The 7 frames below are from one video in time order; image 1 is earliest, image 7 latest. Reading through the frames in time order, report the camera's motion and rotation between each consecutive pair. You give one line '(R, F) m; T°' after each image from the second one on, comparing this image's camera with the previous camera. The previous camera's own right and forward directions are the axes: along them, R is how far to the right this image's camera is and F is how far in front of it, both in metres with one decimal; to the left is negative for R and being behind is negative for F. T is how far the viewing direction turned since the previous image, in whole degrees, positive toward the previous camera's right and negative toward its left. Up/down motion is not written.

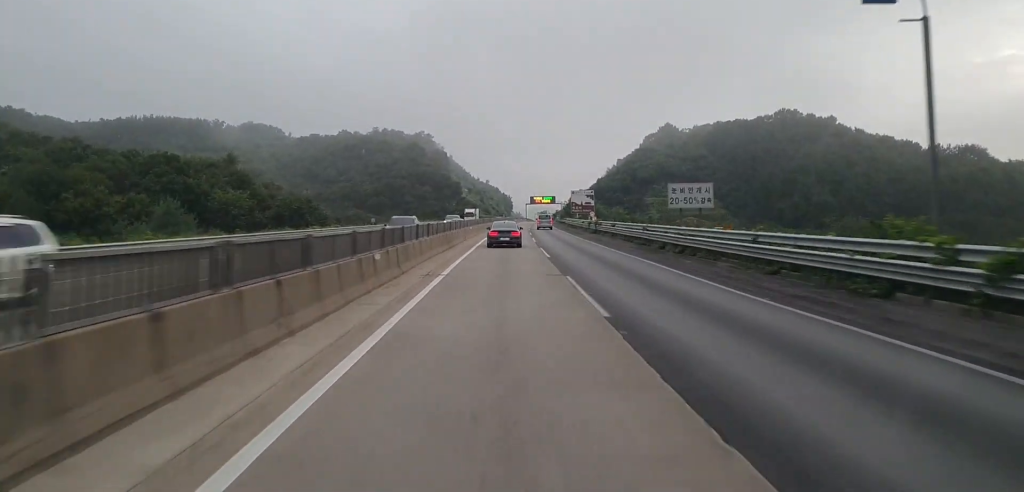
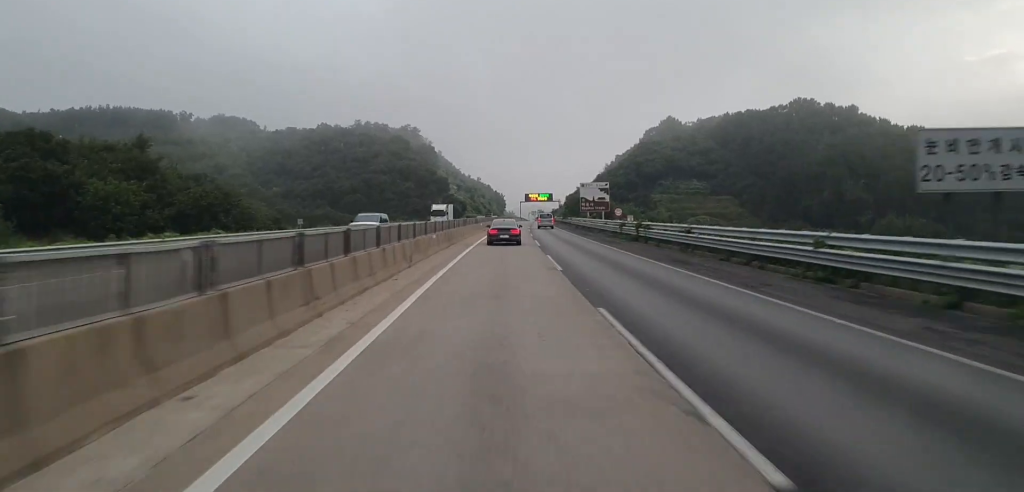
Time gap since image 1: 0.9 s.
(+0.1, +28.5) m; +1°
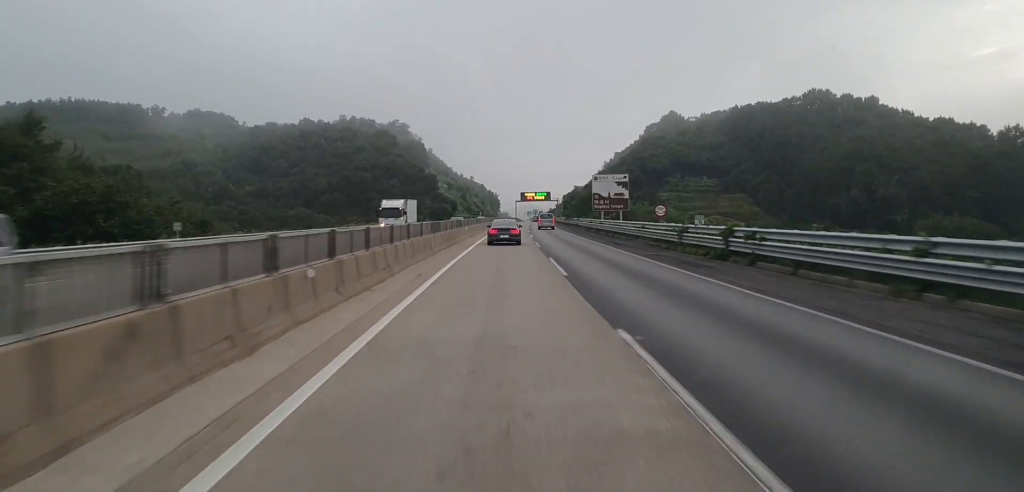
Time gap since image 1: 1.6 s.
(+0.2, +21.4) m; +1°
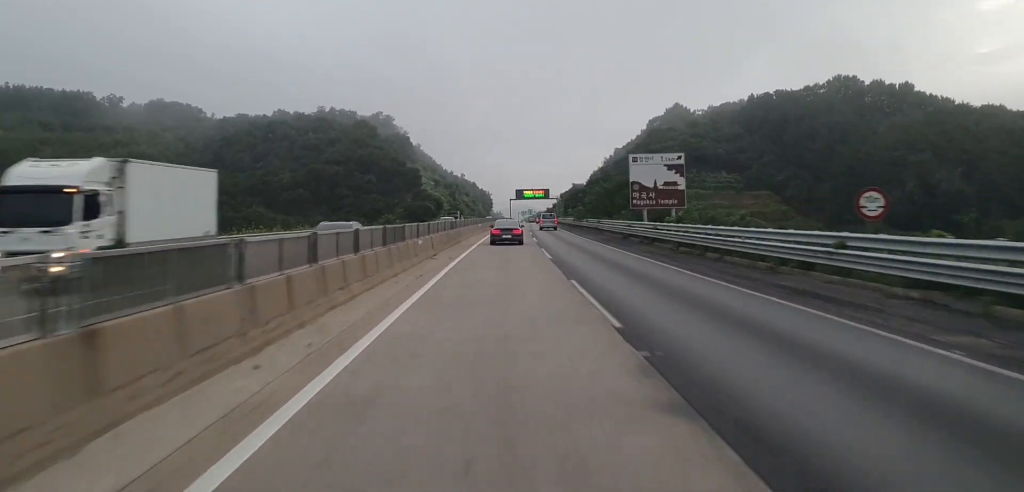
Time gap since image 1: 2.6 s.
(+0.1, +29.7) m; 0°
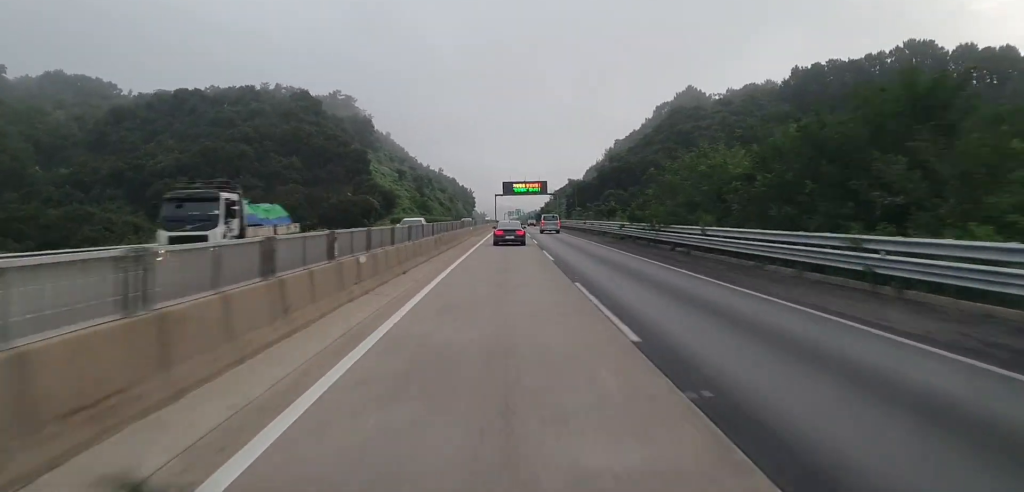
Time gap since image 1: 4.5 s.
(+0.2, +57.9) m; +1°
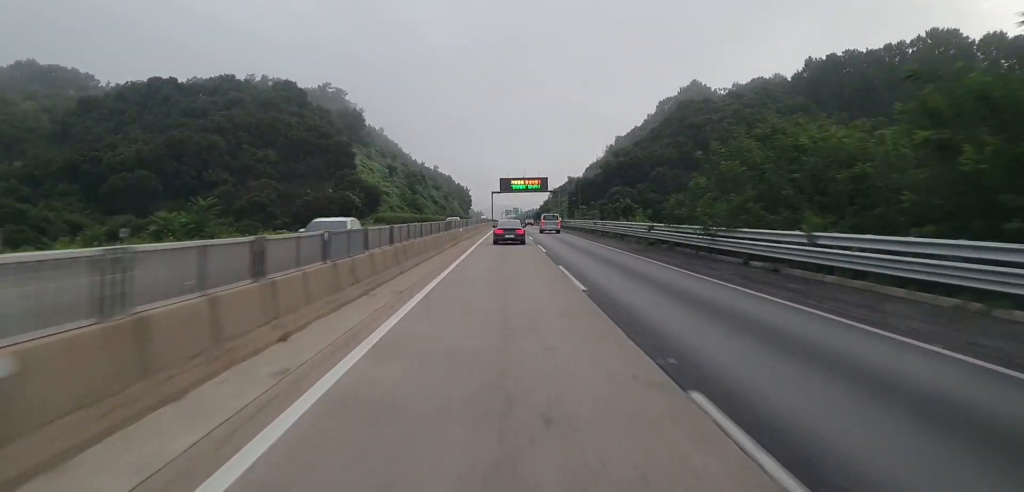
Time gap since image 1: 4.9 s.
(0.0, +13.5) m; 0°
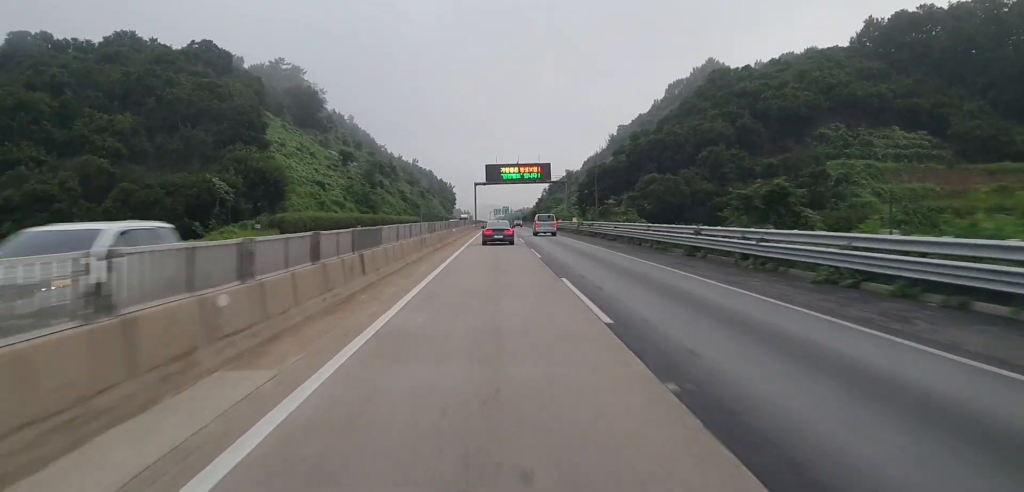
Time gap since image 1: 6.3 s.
(+0.1, +44.1) m; 0°
